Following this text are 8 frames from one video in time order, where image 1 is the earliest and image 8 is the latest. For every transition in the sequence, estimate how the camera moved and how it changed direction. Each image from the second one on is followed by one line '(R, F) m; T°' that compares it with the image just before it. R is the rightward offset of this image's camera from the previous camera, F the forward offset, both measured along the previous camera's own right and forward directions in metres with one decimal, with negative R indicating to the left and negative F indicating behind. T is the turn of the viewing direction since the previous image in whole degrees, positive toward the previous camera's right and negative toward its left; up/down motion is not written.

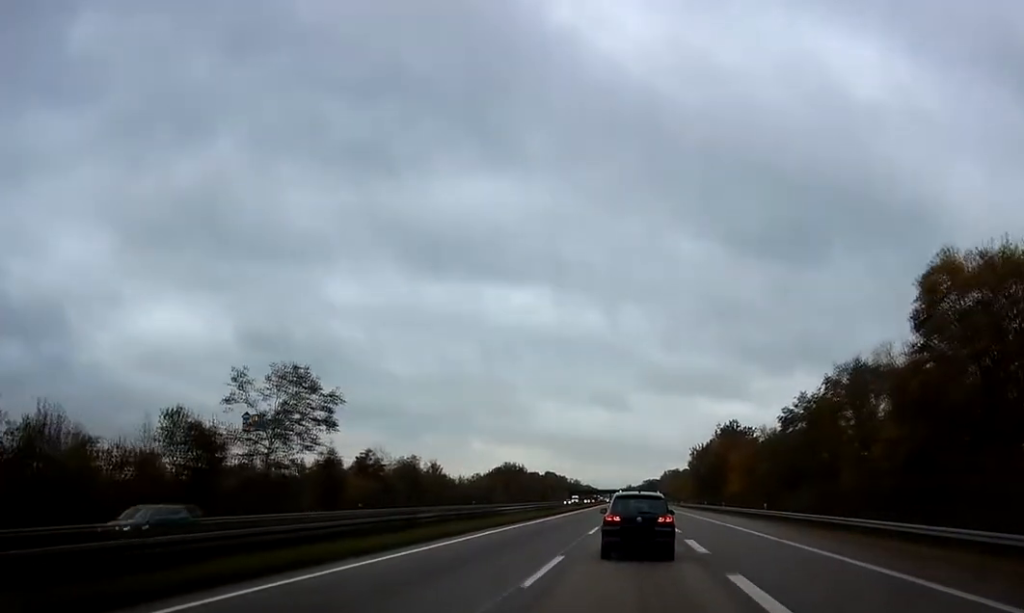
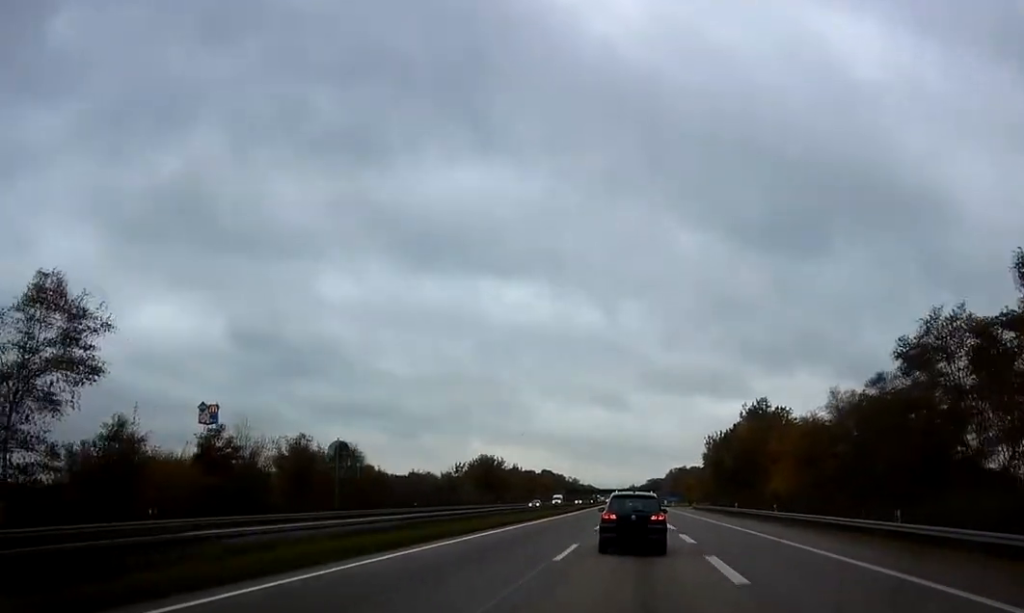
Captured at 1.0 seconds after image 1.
(-0.2, +30.0) m; 0°
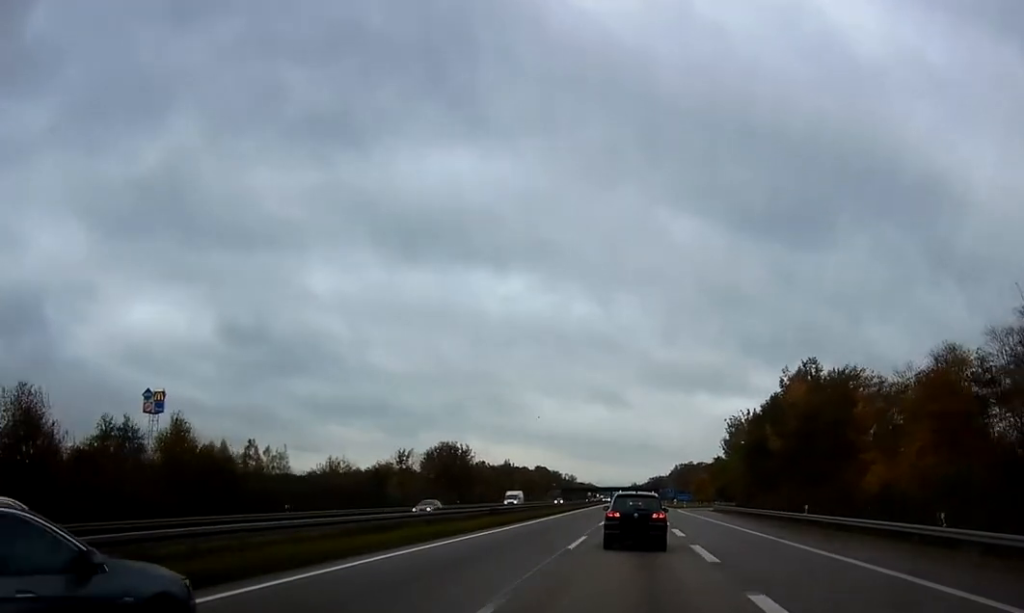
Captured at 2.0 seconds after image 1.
(+0.2, +30.6) m; 0°
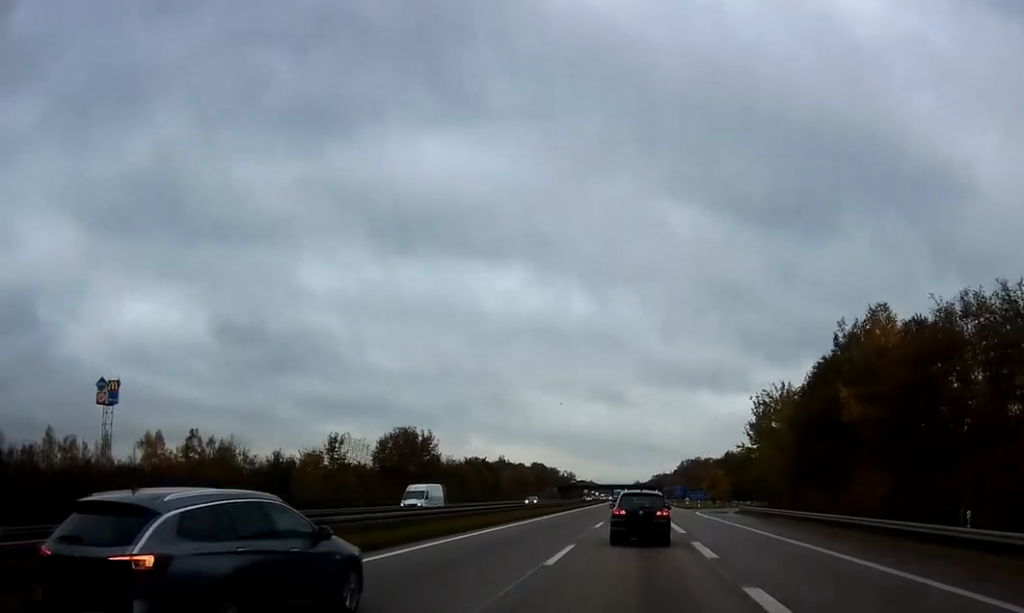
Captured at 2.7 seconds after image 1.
(-0.2, +22.8) m; 0°
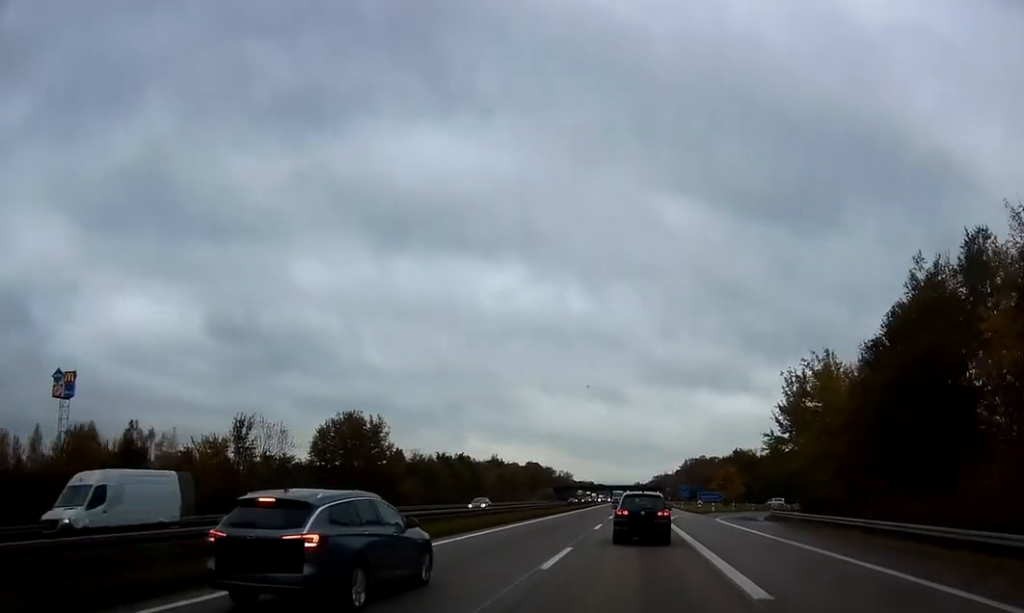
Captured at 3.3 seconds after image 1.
(-0.2, +18.7) m; 0°
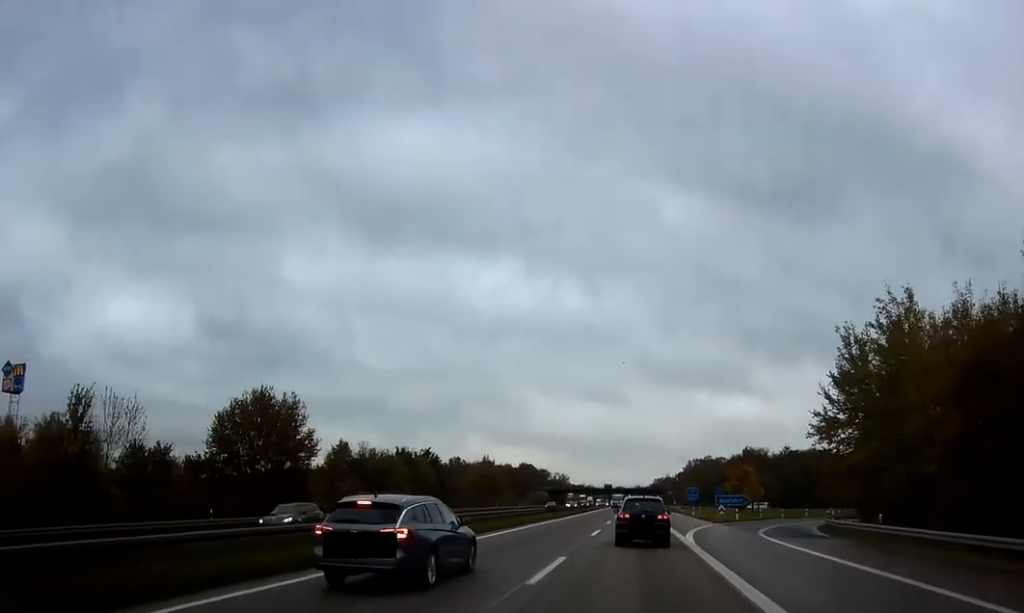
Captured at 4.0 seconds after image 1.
(+0.4, +19.8) m; 0°
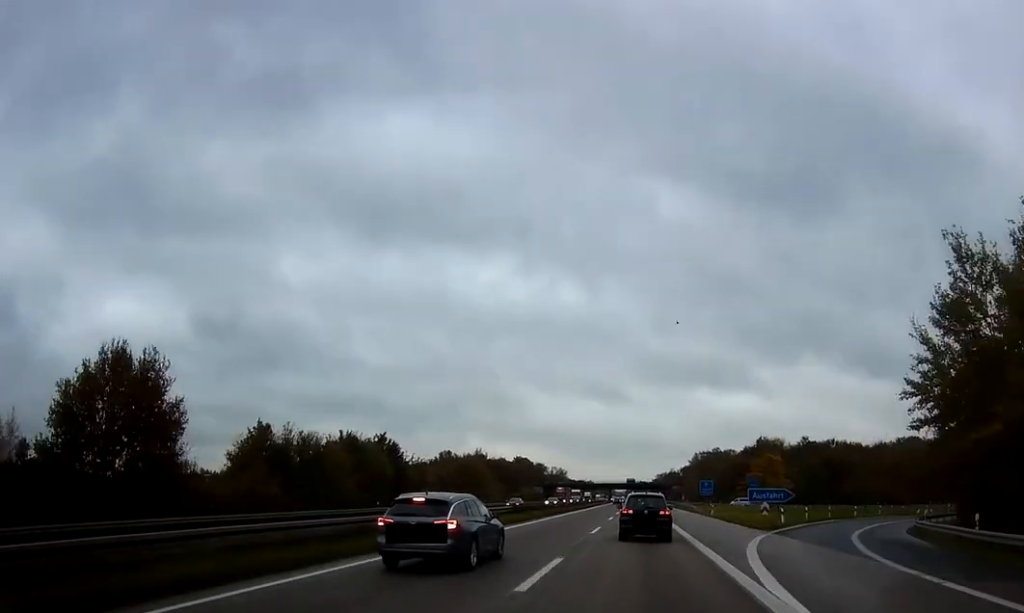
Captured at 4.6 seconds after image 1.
(-0.1, +19.4) m; -1°
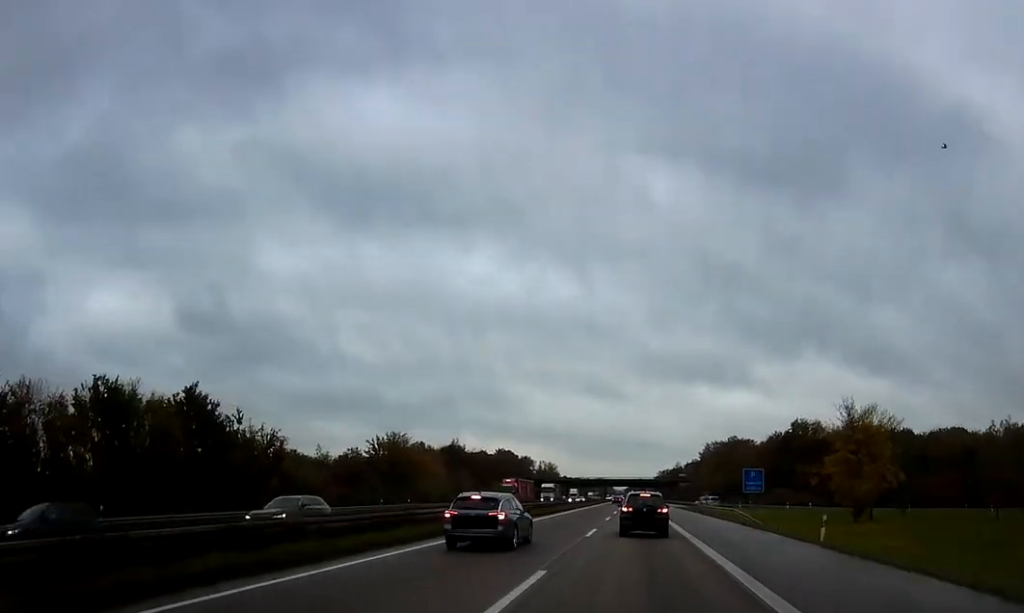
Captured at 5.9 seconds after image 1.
(-0.7, +39.8) m; -1°
